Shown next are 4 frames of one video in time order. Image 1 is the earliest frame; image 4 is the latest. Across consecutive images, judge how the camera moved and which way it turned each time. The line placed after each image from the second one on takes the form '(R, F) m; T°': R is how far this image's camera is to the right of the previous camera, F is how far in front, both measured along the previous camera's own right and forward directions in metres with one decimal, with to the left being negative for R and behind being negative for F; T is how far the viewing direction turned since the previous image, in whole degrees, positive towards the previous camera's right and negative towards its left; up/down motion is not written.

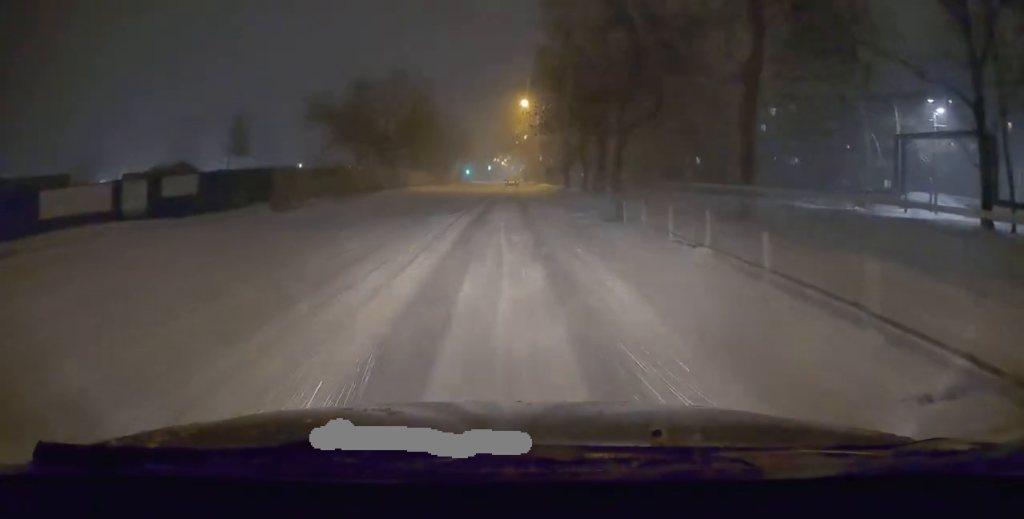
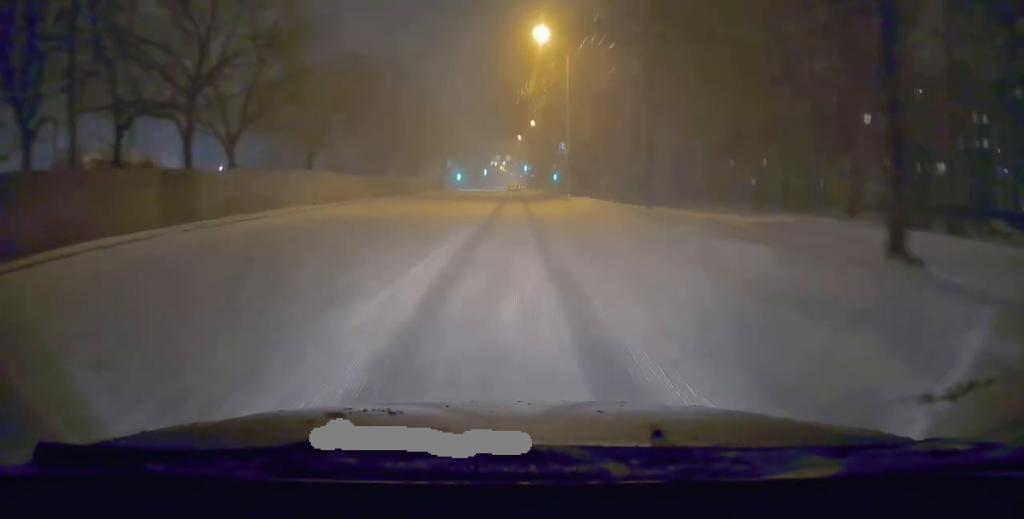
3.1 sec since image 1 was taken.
(-0.6, +33.5) m; 0°
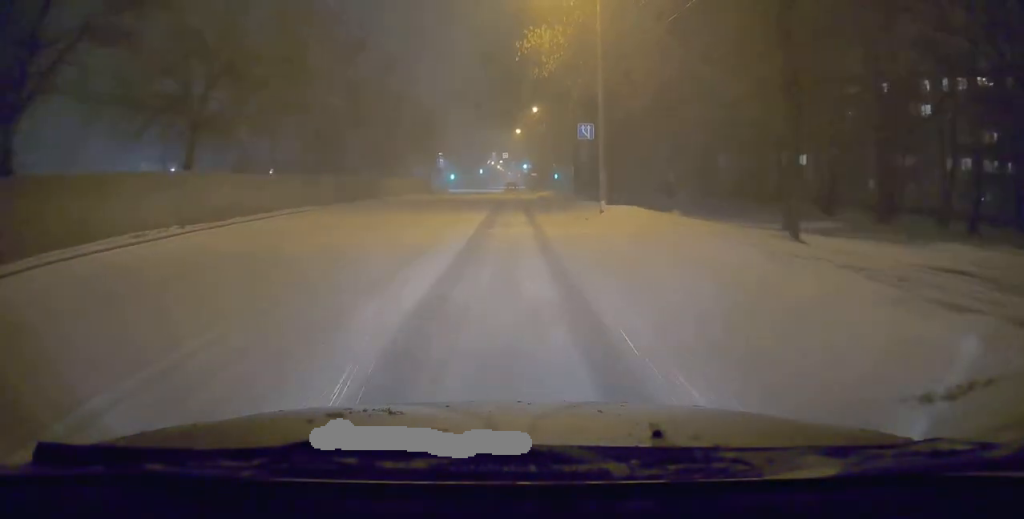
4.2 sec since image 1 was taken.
(+0.3, +12.0) m; +3°
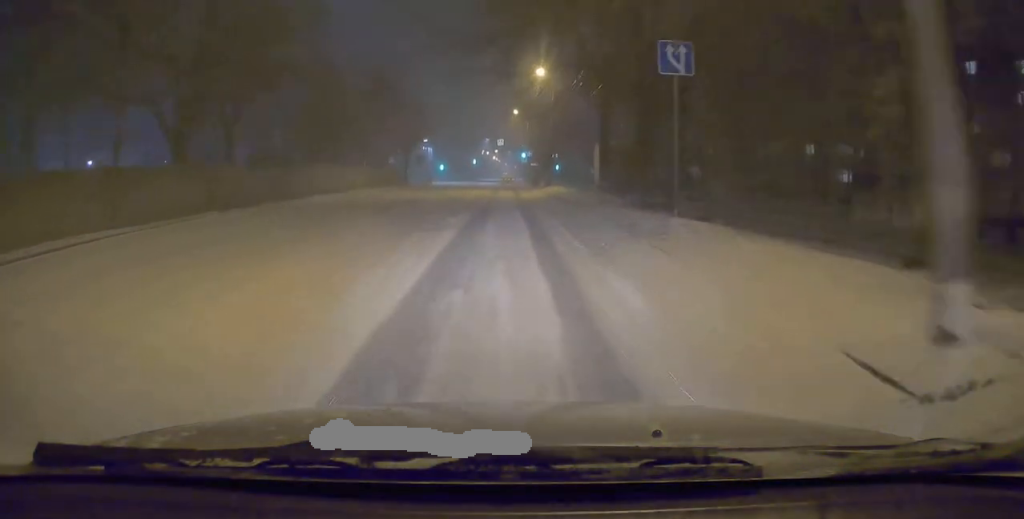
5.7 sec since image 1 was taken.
(+0.3, +15.3) m; 0°
